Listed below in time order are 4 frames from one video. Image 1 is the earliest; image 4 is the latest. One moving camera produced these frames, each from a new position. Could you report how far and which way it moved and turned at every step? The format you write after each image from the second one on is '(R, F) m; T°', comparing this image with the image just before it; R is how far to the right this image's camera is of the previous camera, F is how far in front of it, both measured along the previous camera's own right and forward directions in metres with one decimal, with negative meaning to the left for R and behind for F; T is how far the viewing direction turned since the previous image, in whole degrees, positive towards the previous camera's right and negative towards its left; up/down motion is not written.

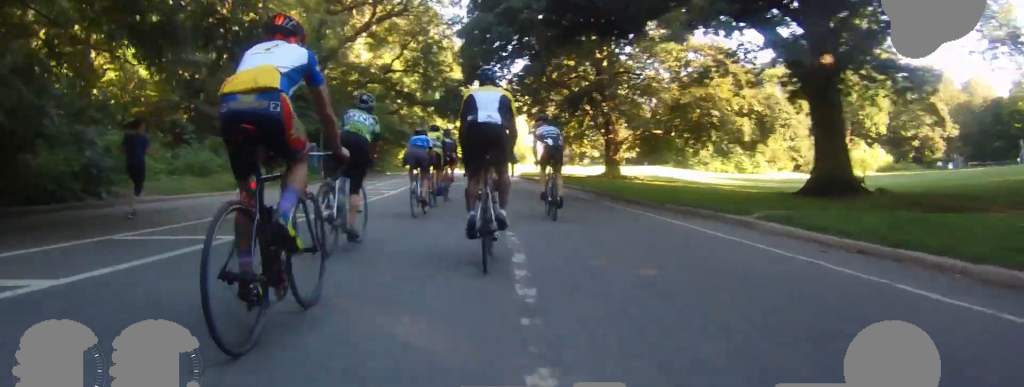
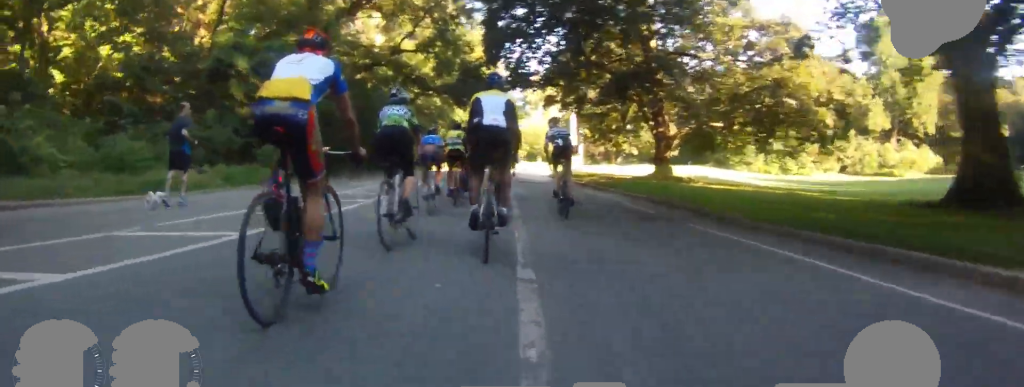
(-0.2, +6.7) m; -1°
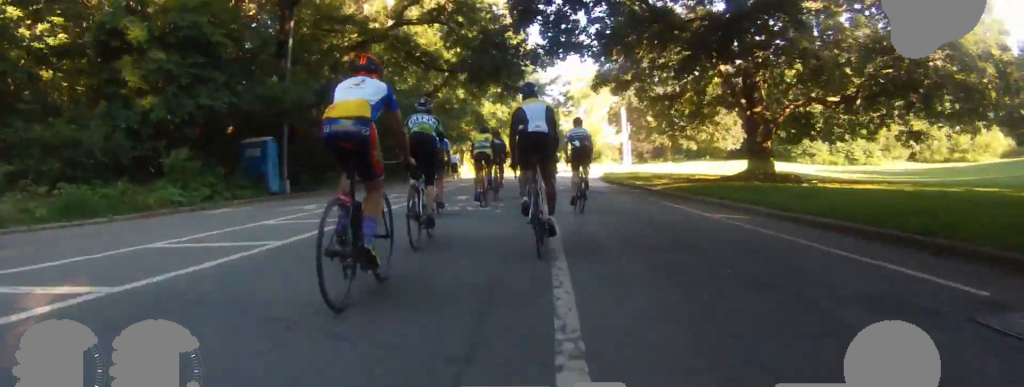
(0.0, +9.7) m; -1°
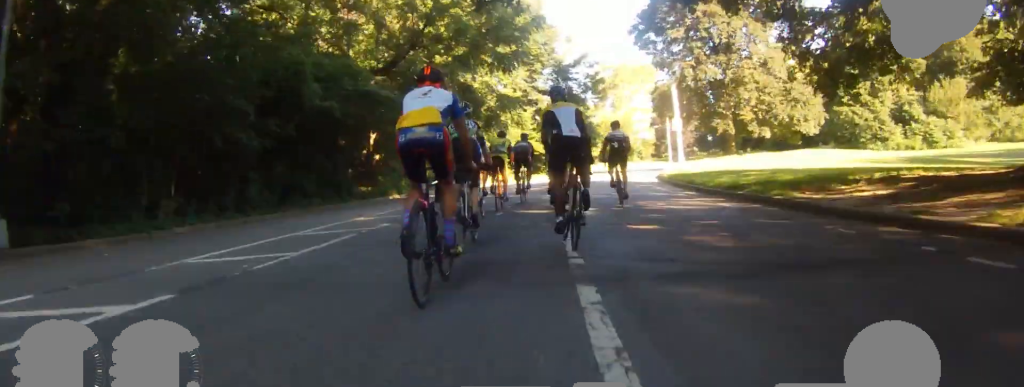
(+0.6, +16.5) m; +1°
